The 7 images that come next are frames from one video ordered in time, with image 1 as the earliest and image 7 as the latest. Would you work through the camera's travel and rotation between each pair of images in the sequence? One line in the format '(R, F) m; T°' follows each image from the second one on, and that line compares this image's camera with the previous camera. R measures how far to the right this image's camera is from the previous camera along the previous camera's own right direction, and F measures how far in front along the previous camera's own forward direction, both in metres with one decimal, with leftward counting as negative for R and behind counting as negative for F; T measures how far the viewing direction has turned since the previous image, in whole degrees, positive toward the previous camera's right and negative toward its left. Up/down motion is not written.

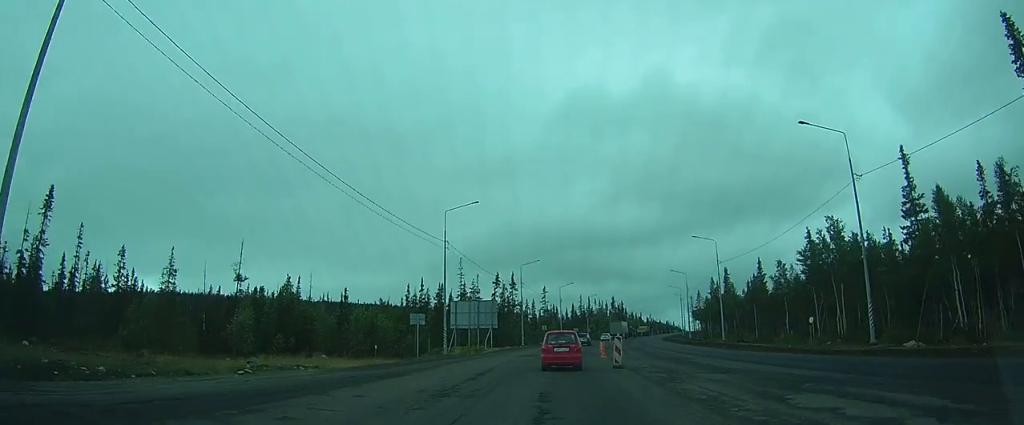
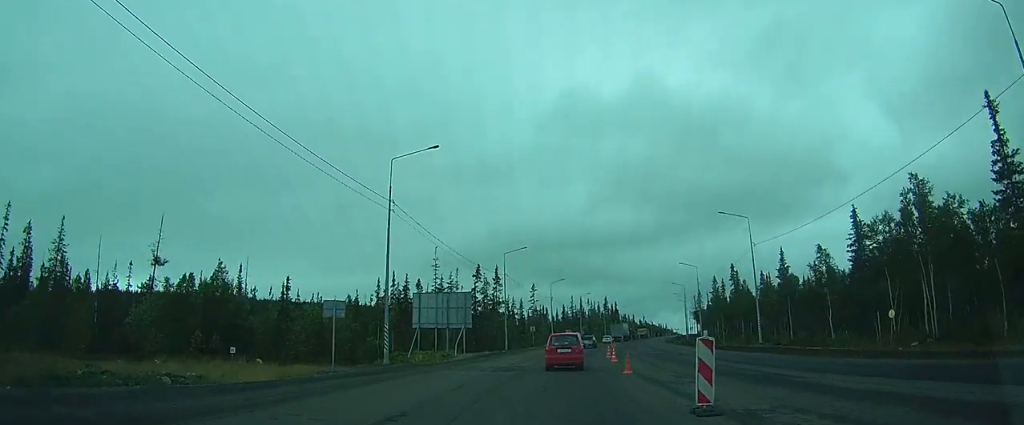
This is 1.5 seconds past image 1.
(-0.3, +14.6) m; -1°
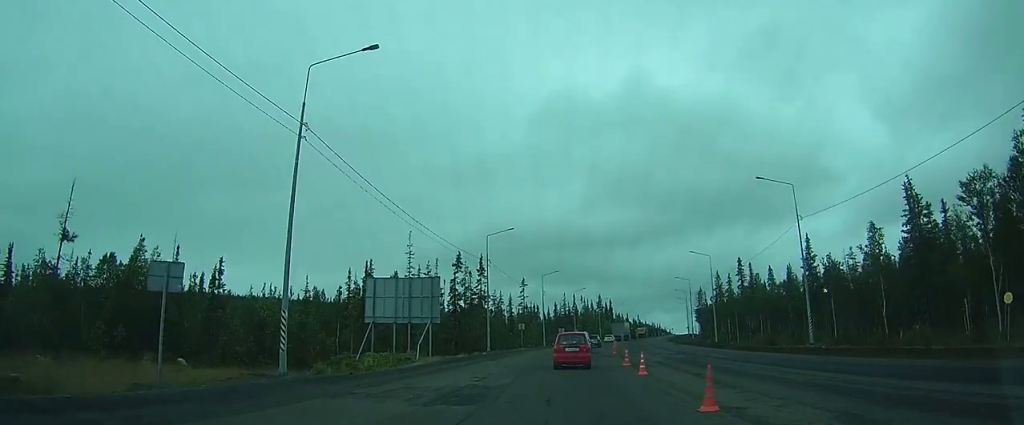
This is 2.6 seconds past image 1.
(0.0, +11.6) m; +1°
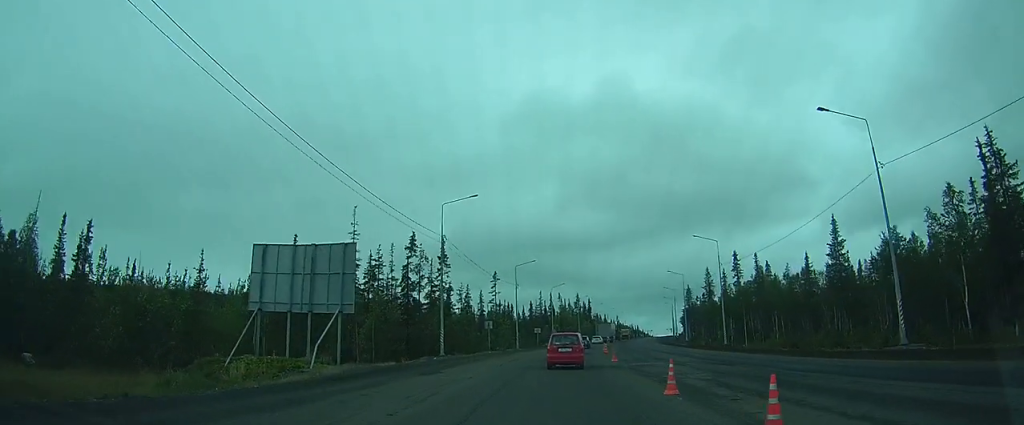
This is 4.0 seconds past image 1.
(+0.3, +13.3) m; +2°
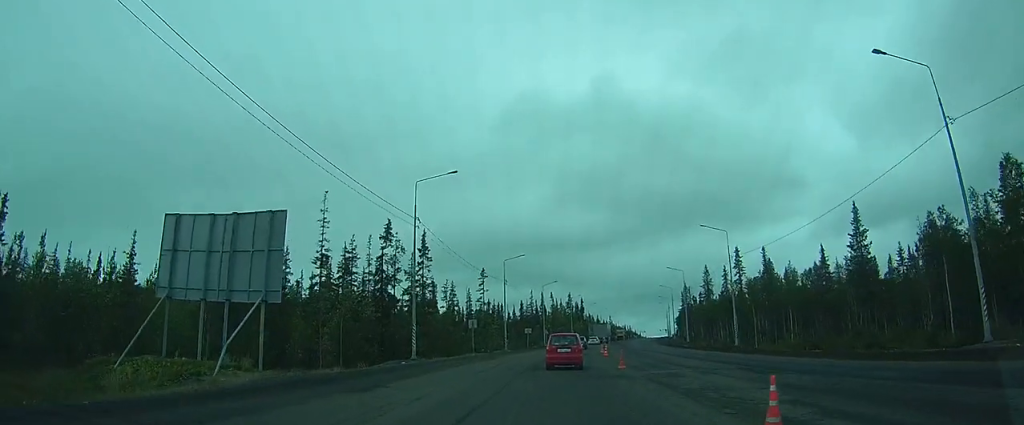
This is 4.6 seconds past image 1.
(+0.1, +6.3) m; 0°
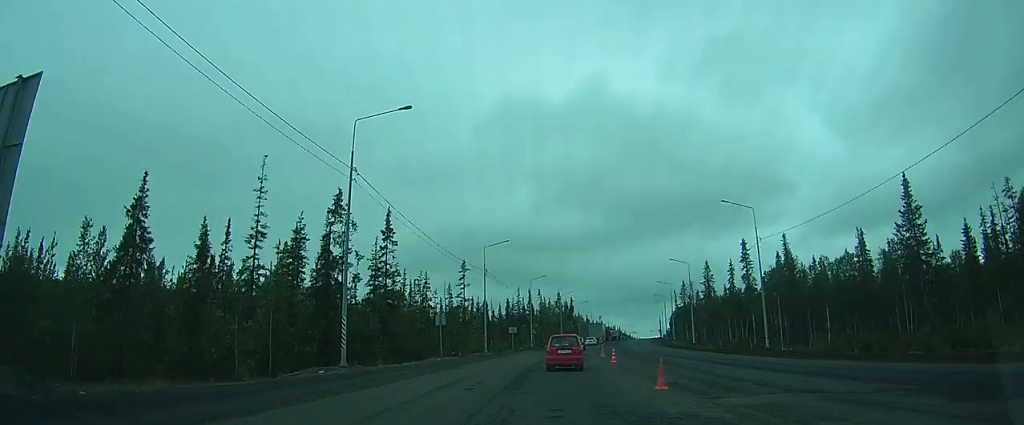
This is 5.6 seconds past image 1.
(-0.1, +10.2) m; 0°
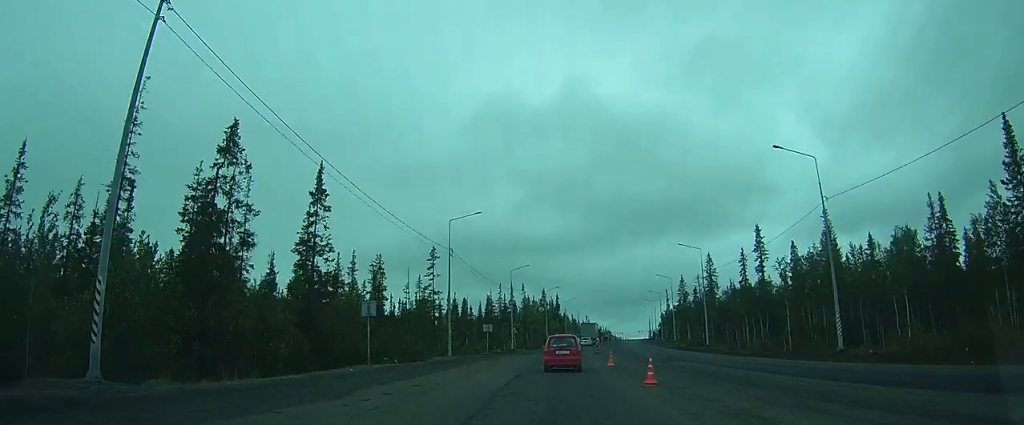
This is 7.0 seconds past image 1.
(+0.1, +13.1) m; +1°
